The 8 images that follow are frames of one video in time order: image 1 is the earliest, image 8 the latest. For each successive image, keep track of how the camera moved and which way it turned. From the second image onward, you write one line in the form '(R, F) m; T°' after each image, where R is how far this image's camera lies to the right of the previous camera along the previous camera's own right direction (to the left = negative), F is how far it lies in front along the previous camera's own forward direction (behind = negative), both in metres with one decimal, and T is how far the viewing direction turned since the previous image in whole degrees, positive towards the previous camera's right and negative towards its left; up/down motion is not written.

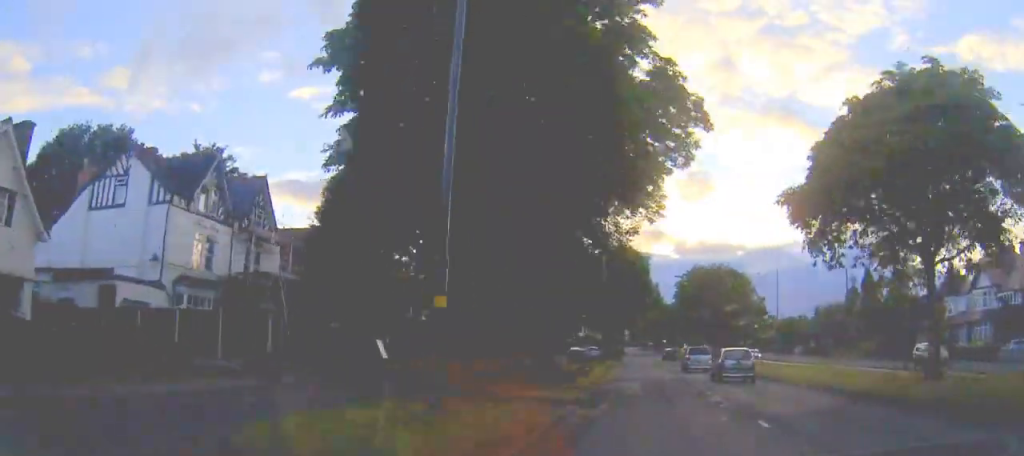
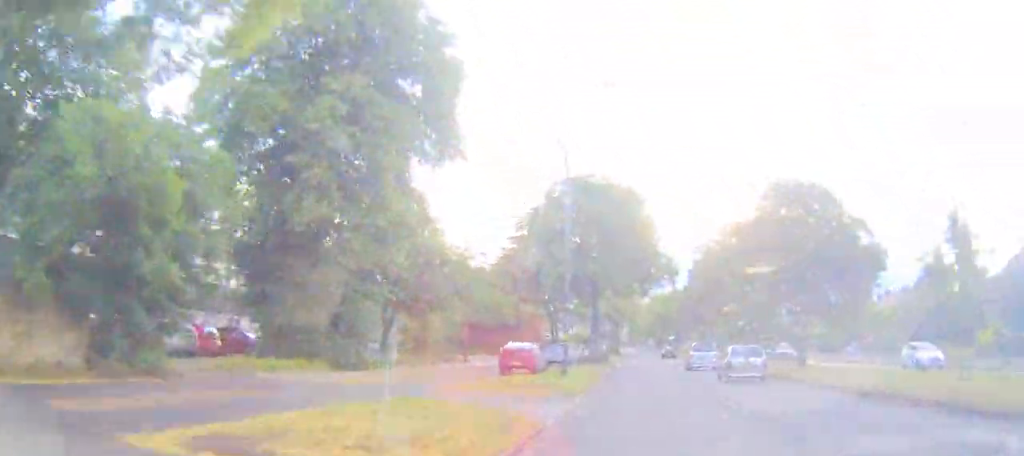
(+0.1, +31.4) m; 0°
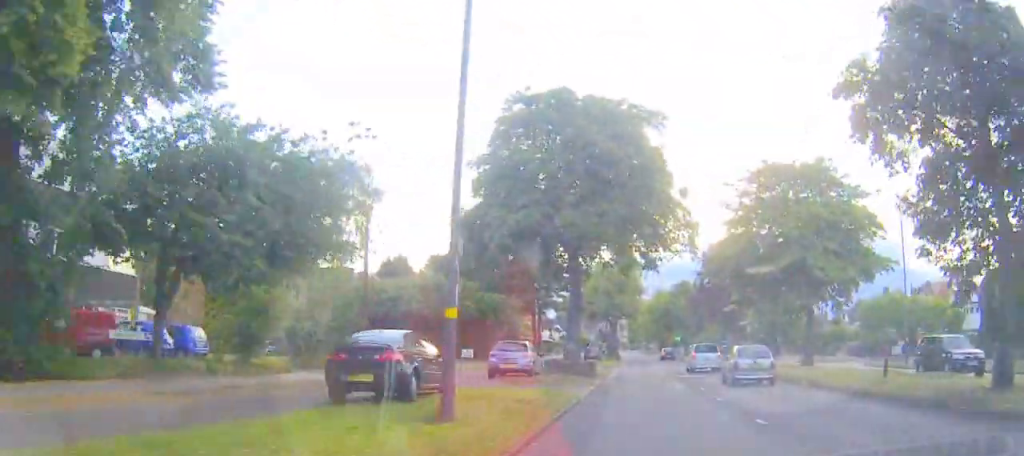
(0.0, +17.9) m; 0°
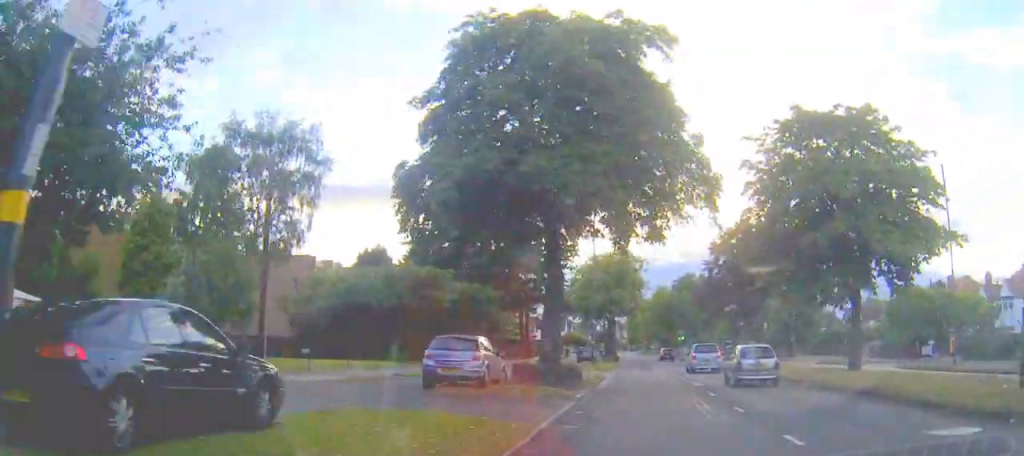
(0.0, +8.7) m; 0°
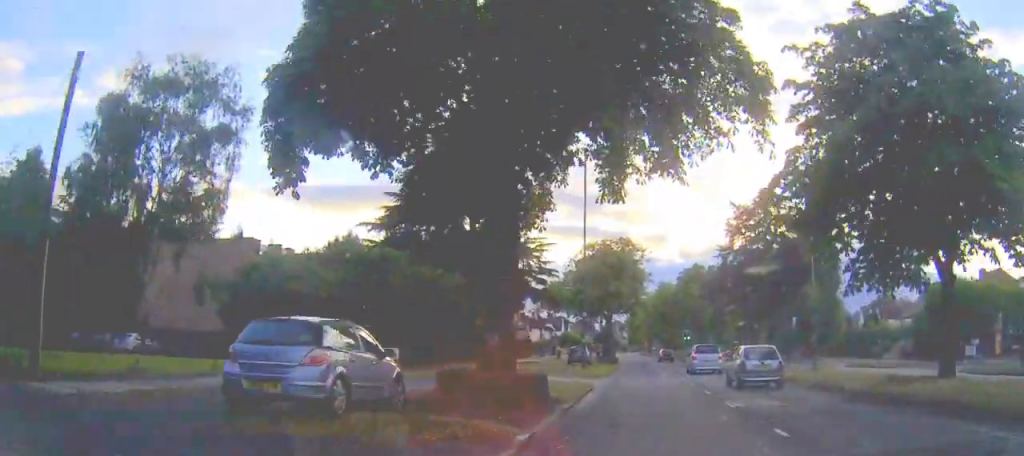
(0.0, +10.0) m; -1°
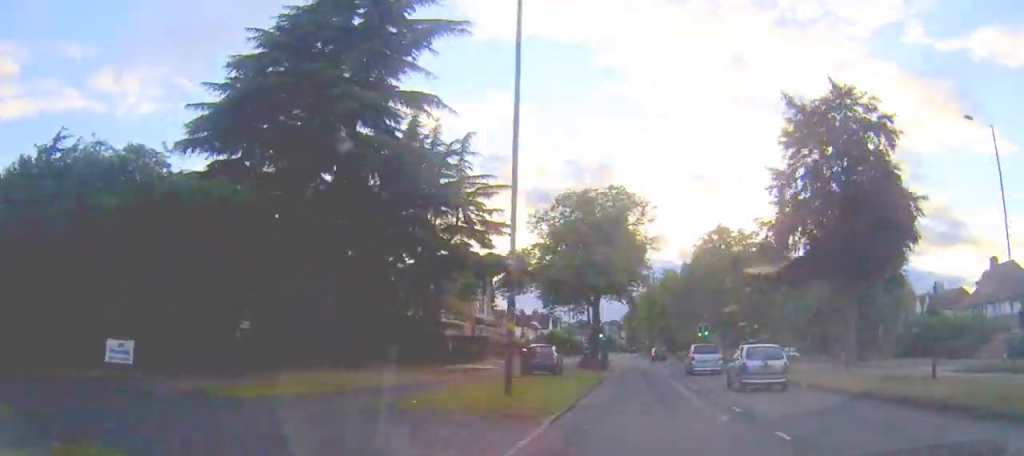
(-0.4, +23.2) m; 0°
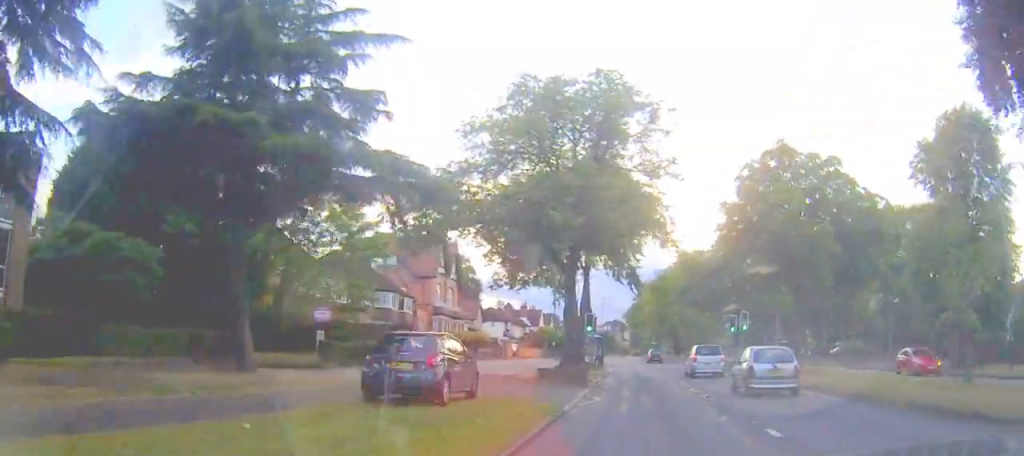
(+0.8, +20.9) m; +2°
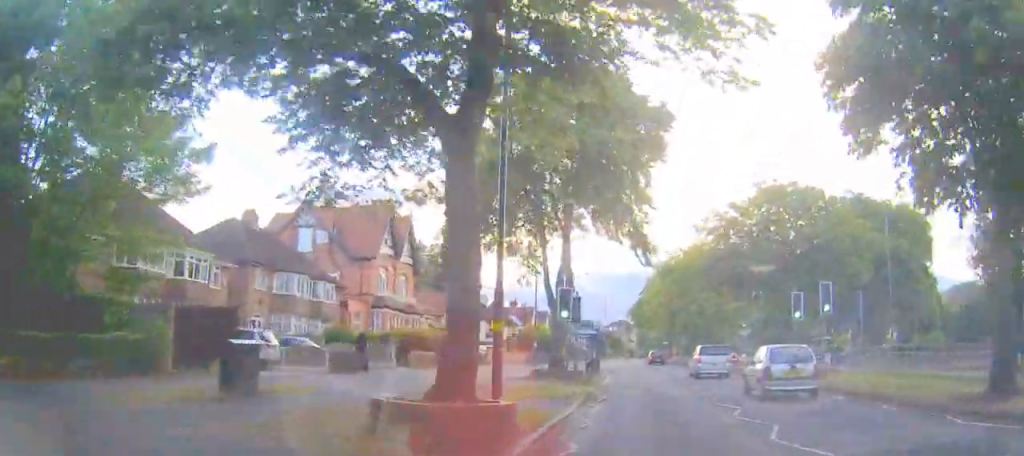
(-0.2, +17.9) m; -2°
